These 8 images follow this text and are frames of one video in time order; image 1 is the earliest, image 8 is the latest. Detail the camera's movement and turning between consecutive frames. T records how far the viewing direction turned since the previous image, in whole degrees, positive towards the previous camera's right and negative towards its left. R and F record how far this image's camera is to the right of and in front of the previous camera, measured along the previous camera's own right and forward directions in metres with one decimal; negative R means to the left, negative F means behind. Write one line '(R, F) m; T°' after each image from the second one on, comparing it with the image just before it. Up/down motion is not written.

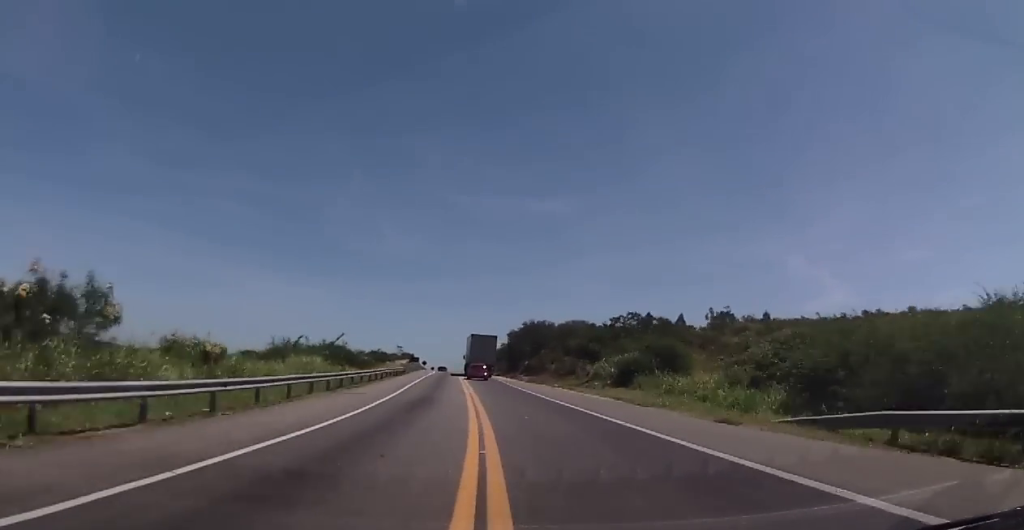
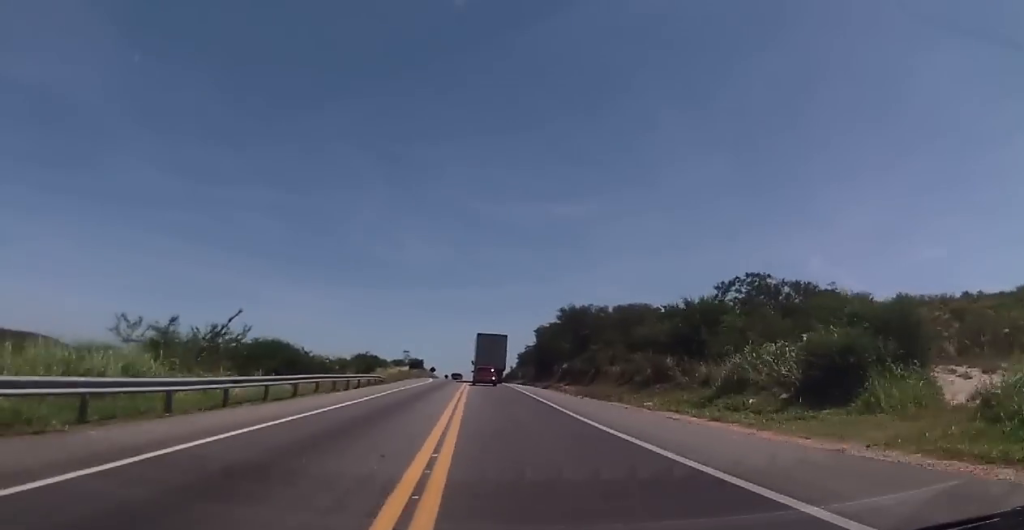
(-1.4, +29.4) m; -4°
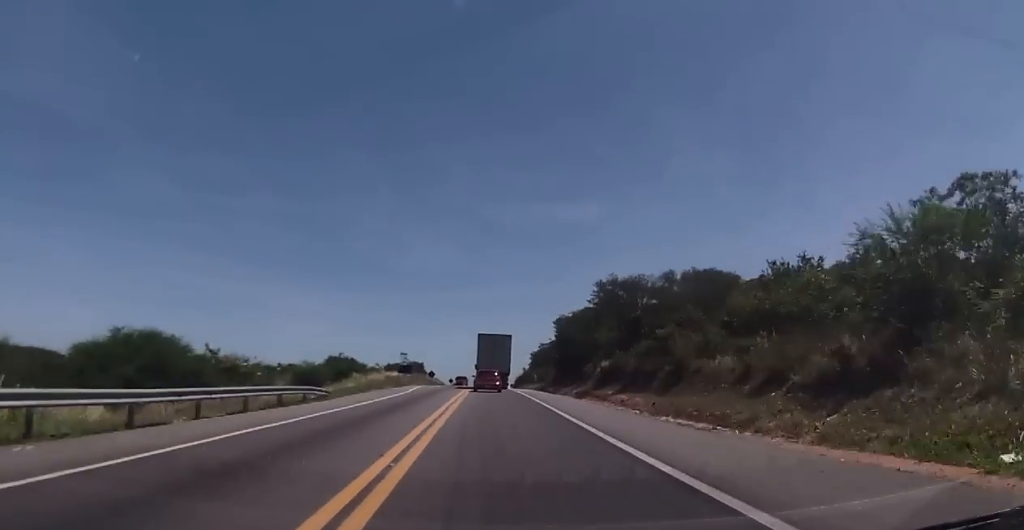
(-0.4, +21.8) m; -2°
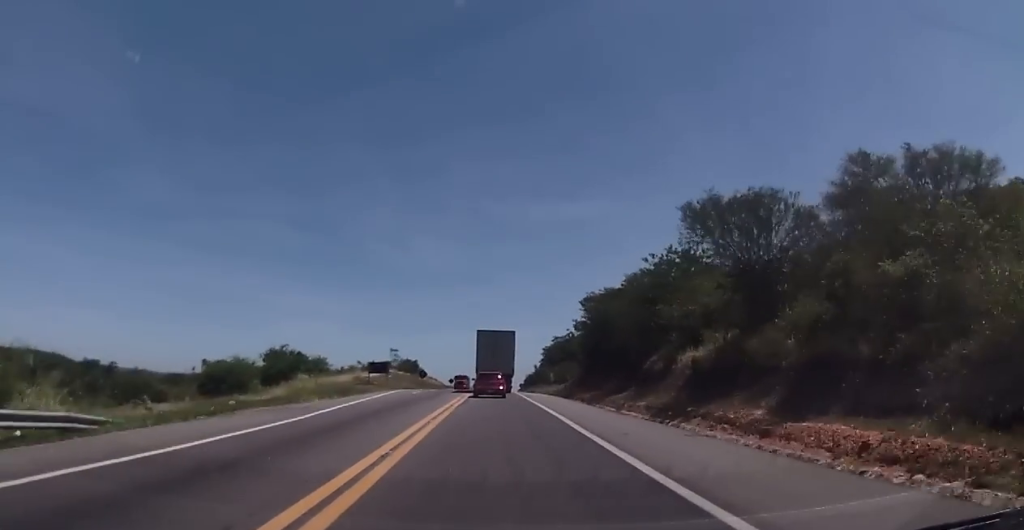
(-0.3, +22.1) m; -1°
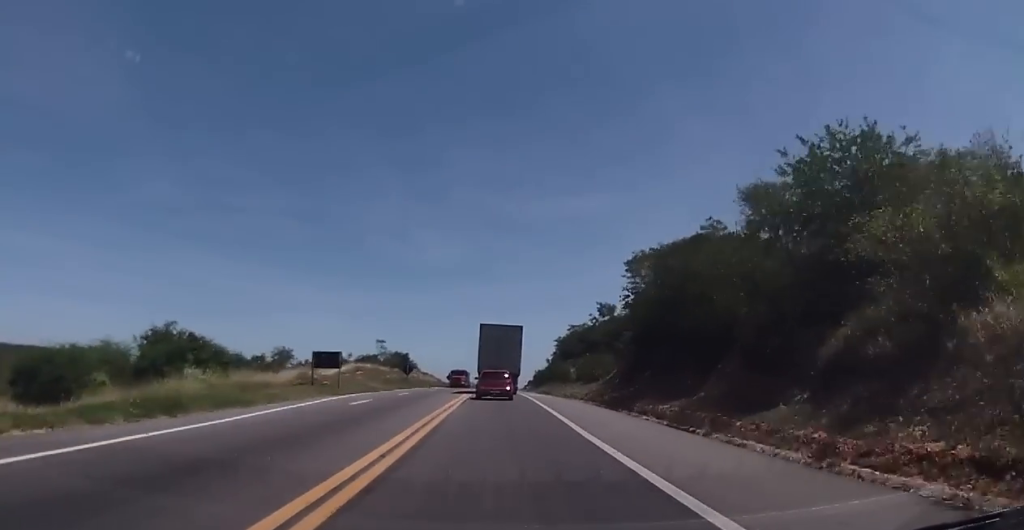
(-0.2, +20.9) m; 0°
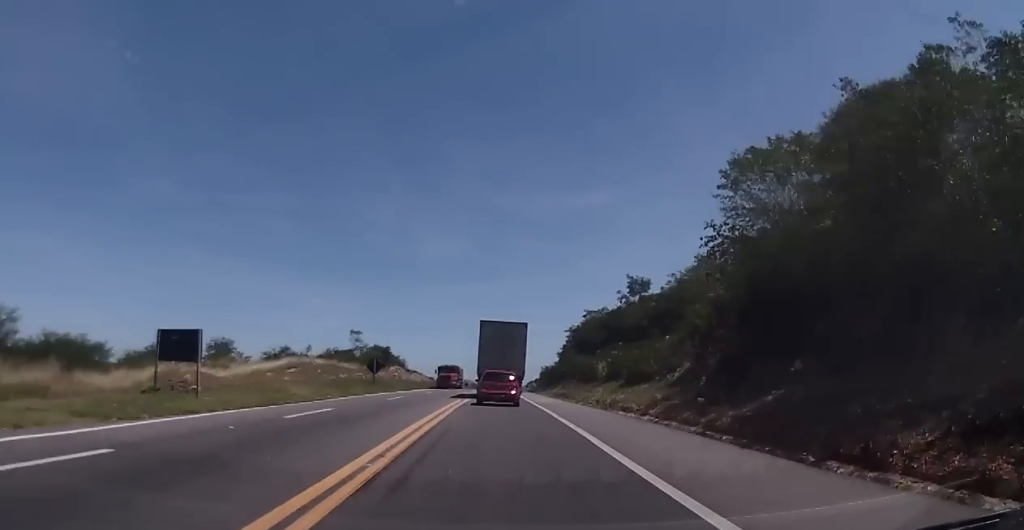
(+0.1, +19.8) m; -1°
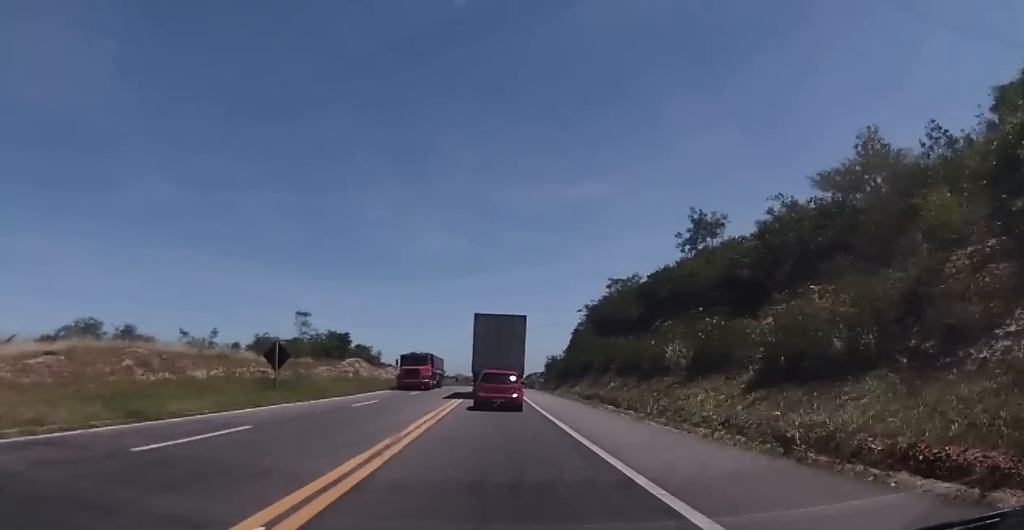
(-0.4, +22.9) m; -1°
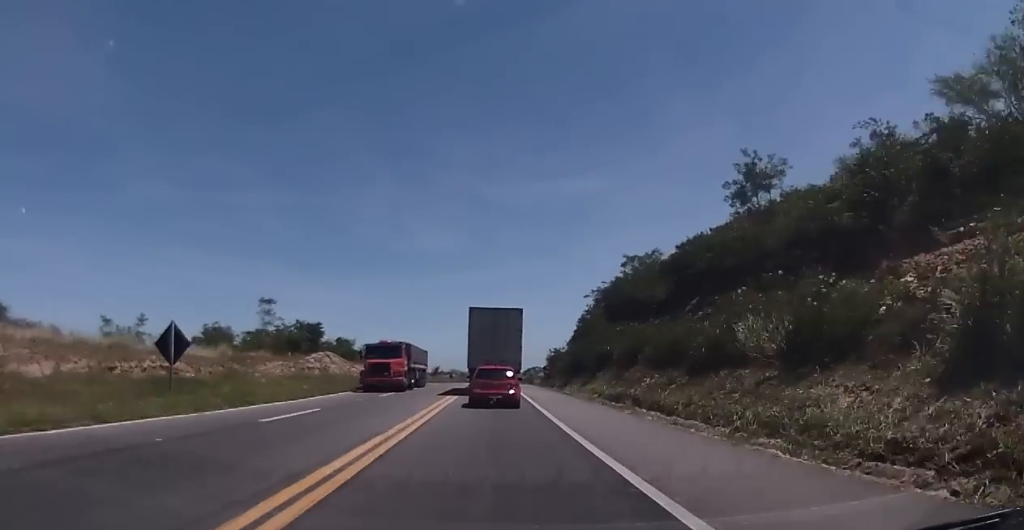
(+0.1, +9.8) m; 0°
